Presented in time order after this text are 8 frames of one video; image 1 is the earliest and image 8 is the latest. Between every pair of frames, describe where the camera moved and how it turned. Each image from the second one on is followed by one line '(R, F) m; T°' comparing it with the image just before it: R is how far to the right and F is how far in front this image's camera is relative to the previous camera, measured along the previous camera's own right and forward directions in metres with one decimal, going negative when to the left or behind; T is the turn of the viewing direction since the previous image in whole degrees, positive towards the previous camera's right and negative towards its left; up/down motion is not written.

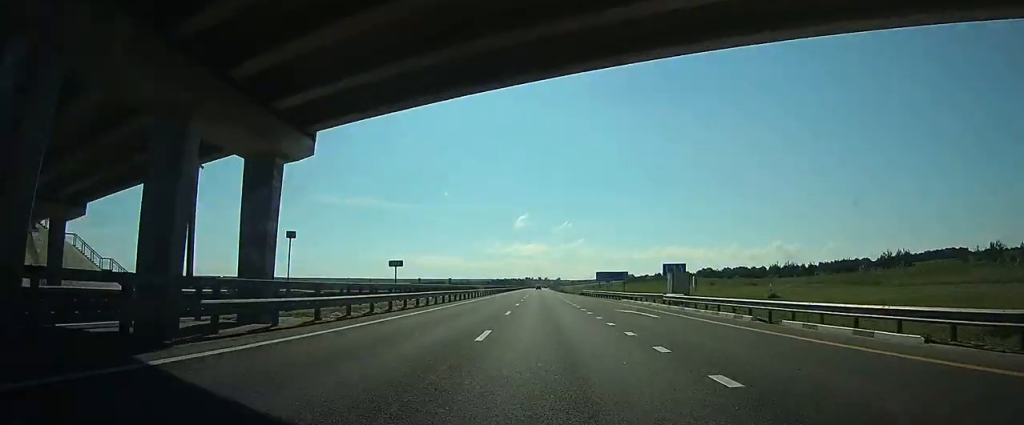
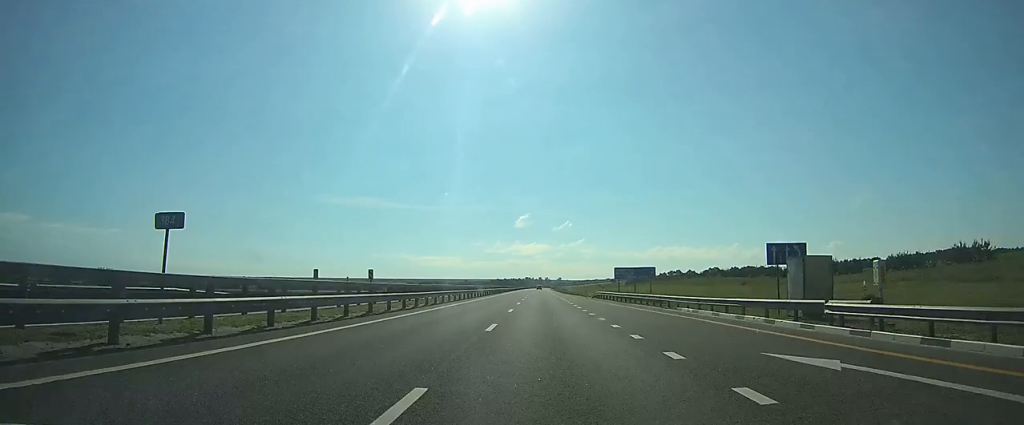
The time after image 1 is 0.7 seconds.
(0.0, +20.9) m; 0°
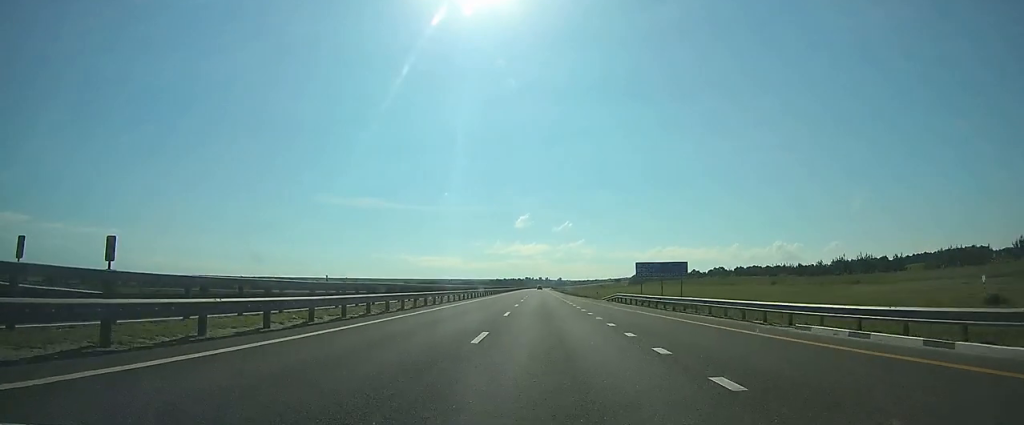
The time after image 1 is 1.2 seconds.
(0.0, +15.0) m; 0°
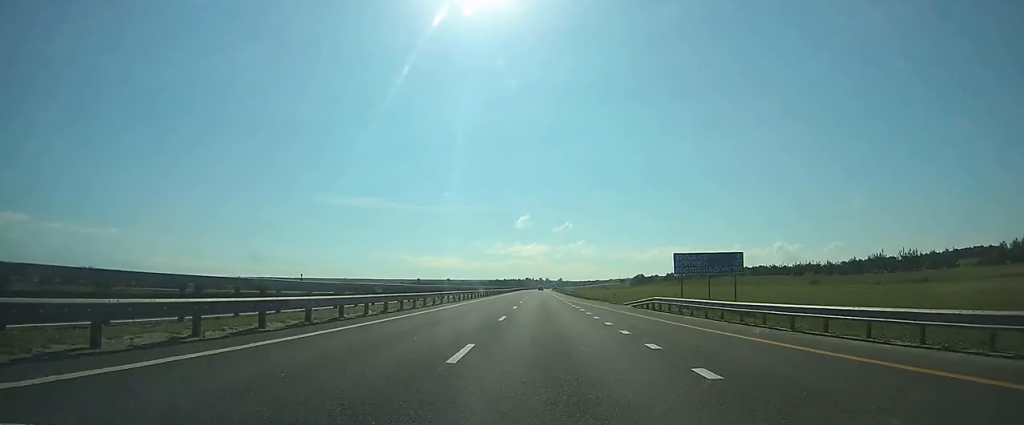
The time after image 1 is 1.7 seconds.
(0.0, +15.0) m; 0°
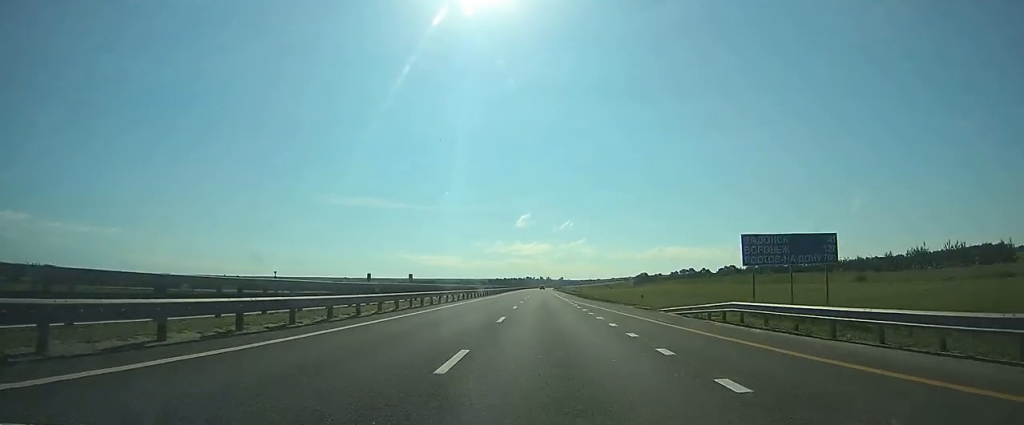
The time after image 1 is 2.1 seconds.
(0.0, +13.0) m; 0°
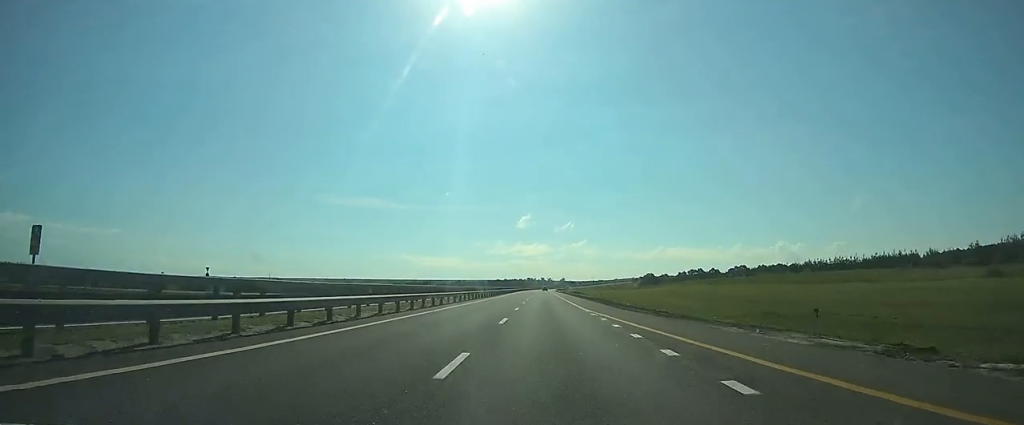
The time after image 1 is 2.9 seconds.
(-0.1, +24.0) m; 0°
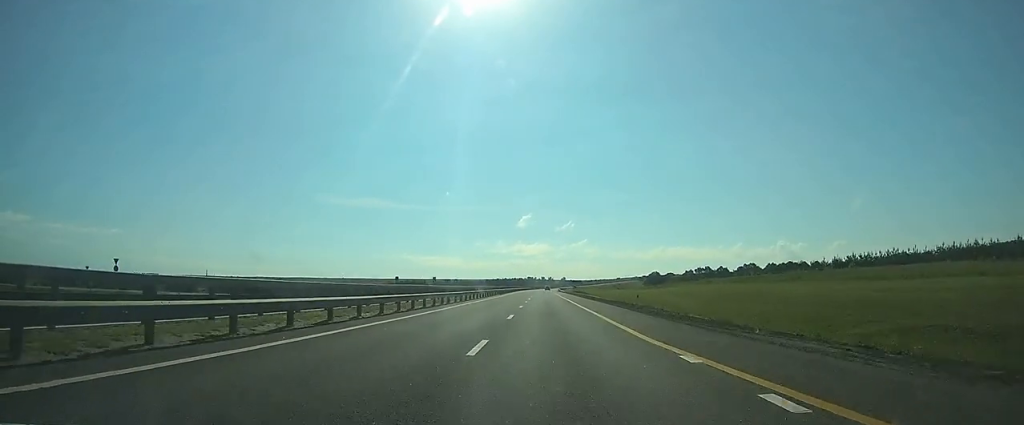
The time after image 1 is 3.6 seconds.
(-0.1, +21.0) m; 0°
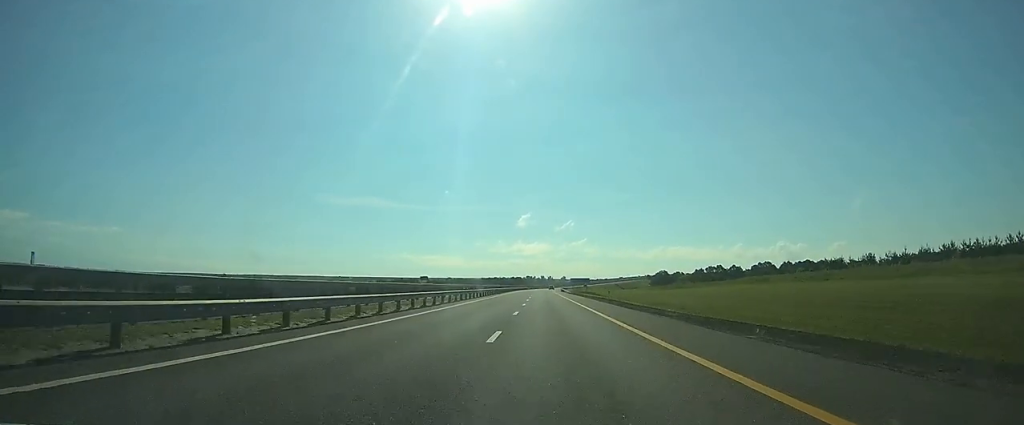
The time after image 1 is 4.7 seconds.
(0.0, +33.0) m; 0°
